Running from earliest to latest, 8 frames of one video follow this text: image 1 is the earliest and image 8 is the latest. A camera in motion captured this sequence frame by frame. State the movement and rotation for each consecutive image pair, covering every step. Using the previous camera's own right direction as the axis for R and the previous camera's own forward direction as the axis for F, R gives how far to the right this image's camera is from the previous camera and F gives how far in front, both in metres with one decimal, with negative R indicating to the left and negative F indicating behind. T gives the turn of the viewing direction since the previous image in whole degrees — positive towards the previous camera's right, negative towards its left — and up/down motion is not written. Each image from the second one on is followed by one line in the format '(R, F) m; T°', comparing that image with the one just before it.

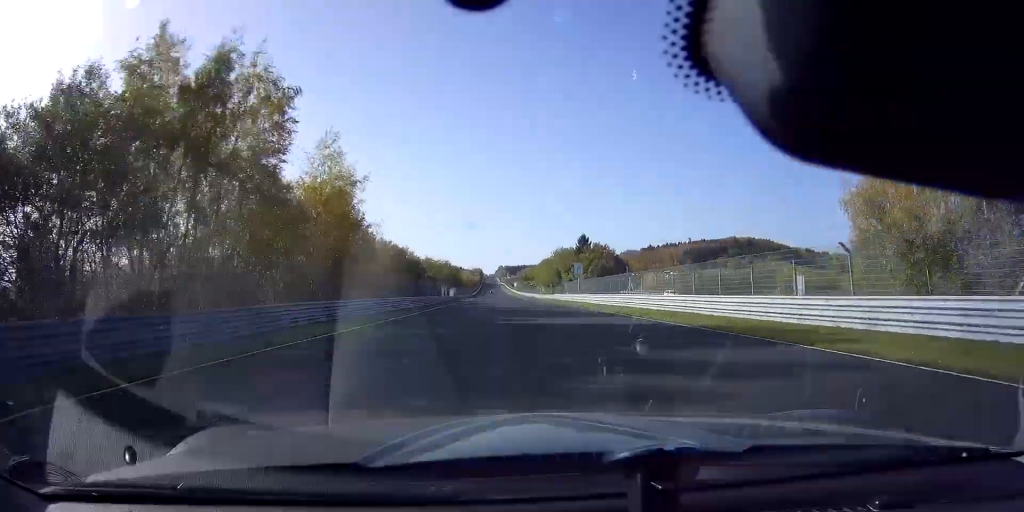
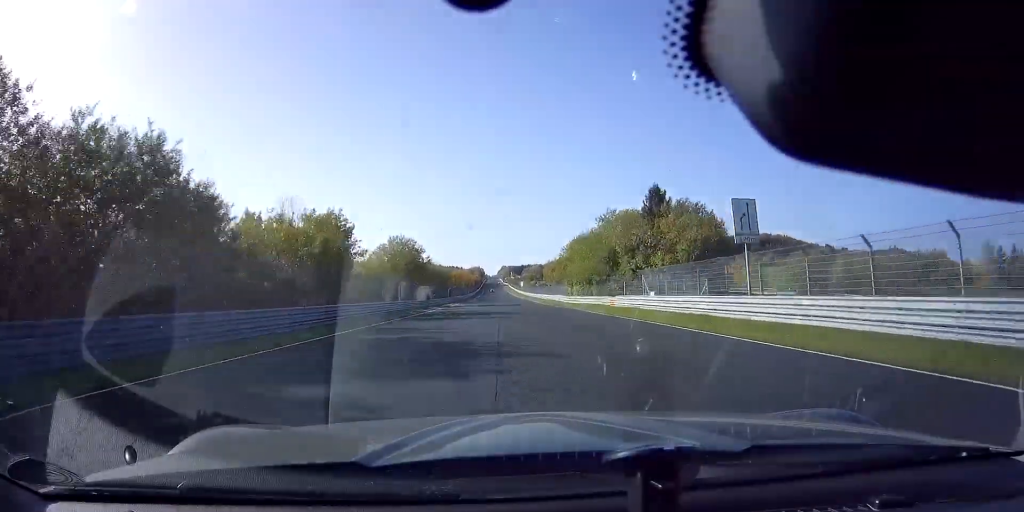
(-0.4, +49.7) m; 0°
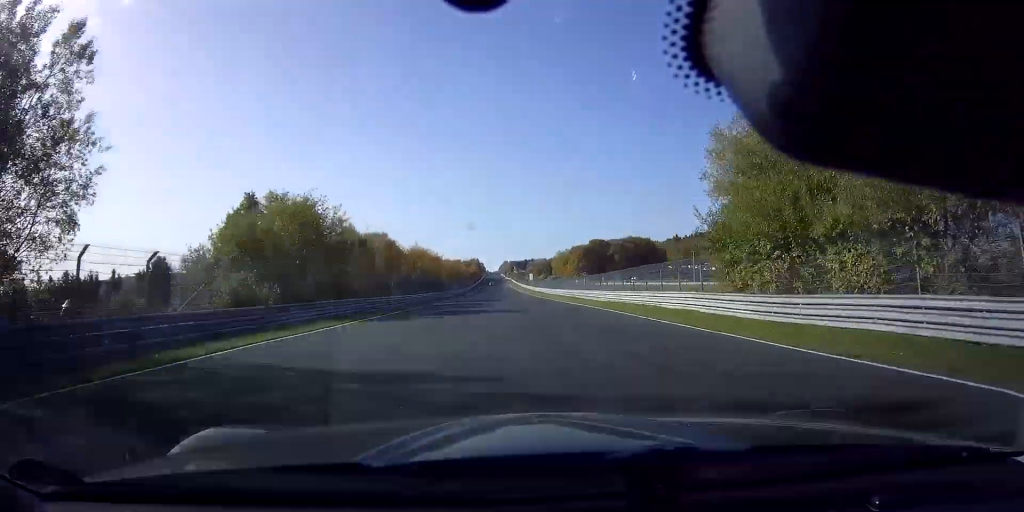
(+0.3, +58.3) m; 0°
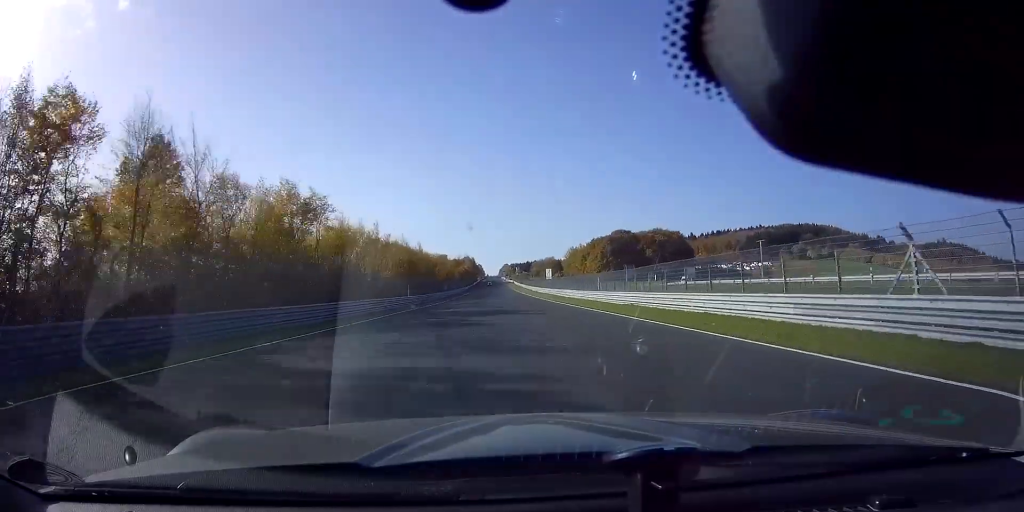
(-0.2, +60.4) m; 0°
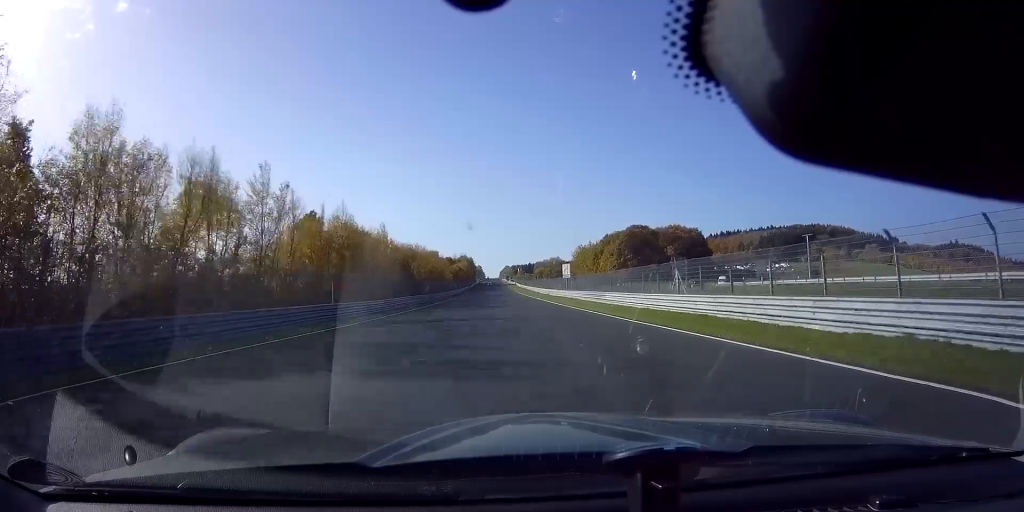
(+0.1, +27.0) m; 0°
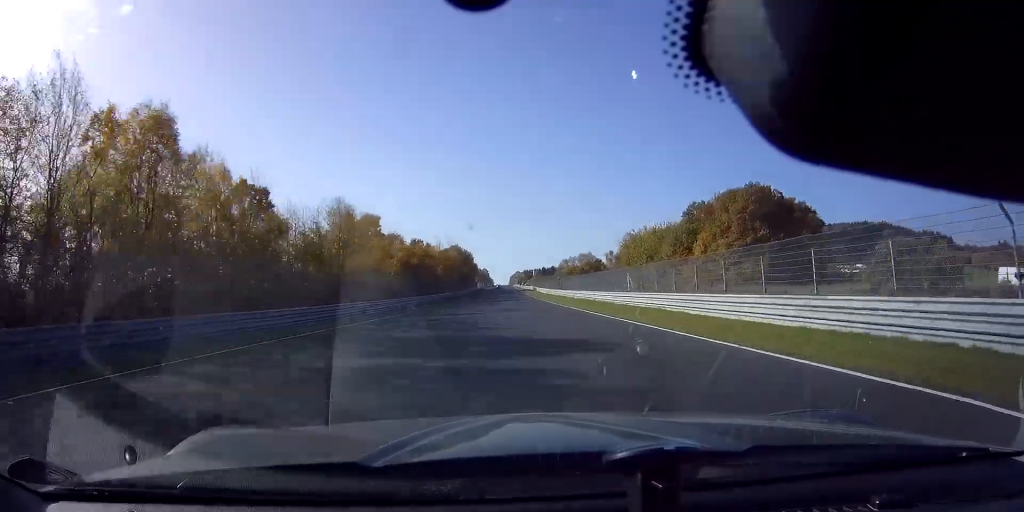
(-0.6, +84.4) m; -1°
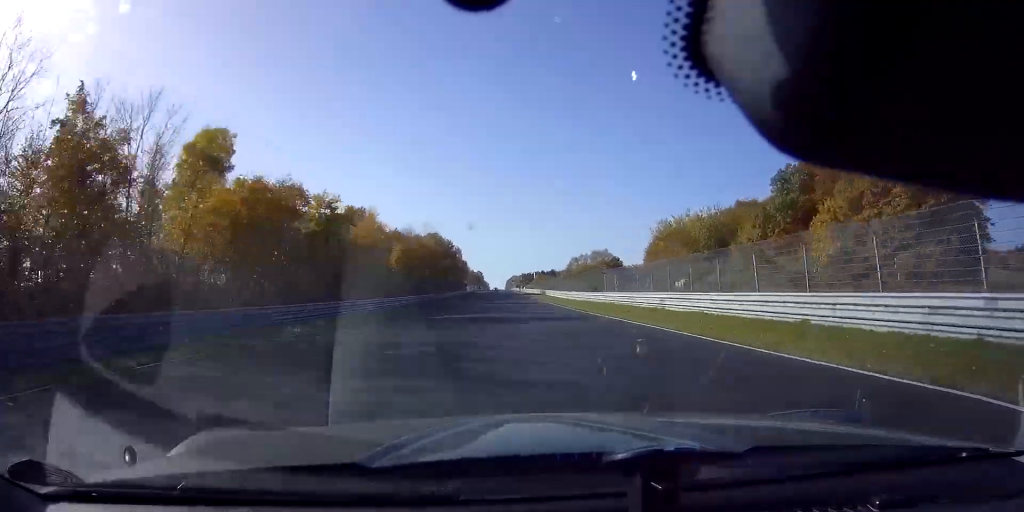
(0.0, +42.1) m; 0°
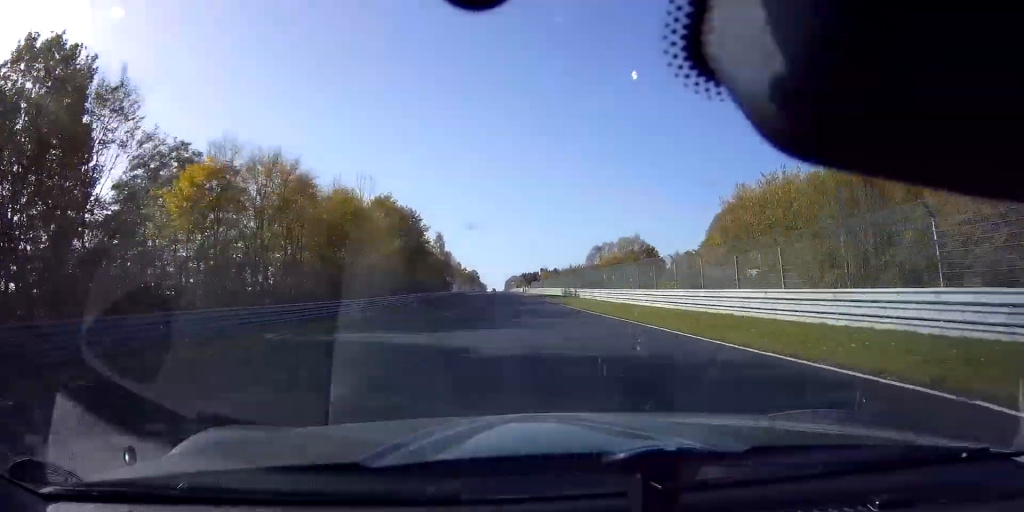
(+0.1, +46.5) m; 0°
